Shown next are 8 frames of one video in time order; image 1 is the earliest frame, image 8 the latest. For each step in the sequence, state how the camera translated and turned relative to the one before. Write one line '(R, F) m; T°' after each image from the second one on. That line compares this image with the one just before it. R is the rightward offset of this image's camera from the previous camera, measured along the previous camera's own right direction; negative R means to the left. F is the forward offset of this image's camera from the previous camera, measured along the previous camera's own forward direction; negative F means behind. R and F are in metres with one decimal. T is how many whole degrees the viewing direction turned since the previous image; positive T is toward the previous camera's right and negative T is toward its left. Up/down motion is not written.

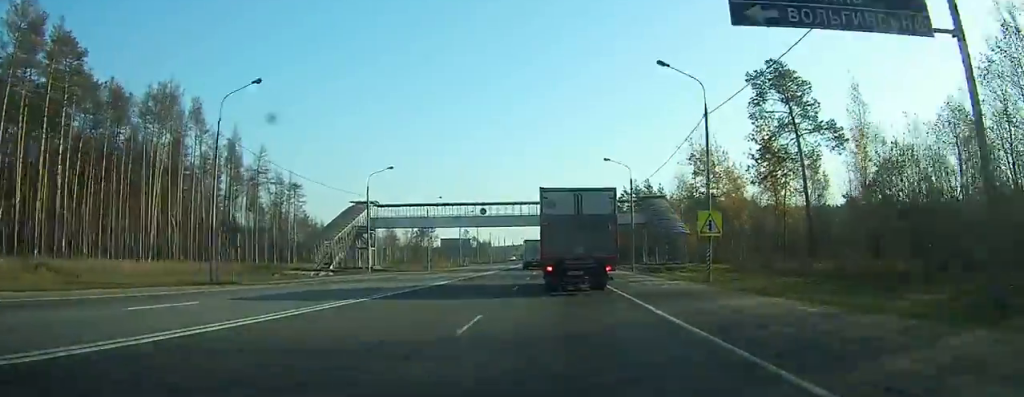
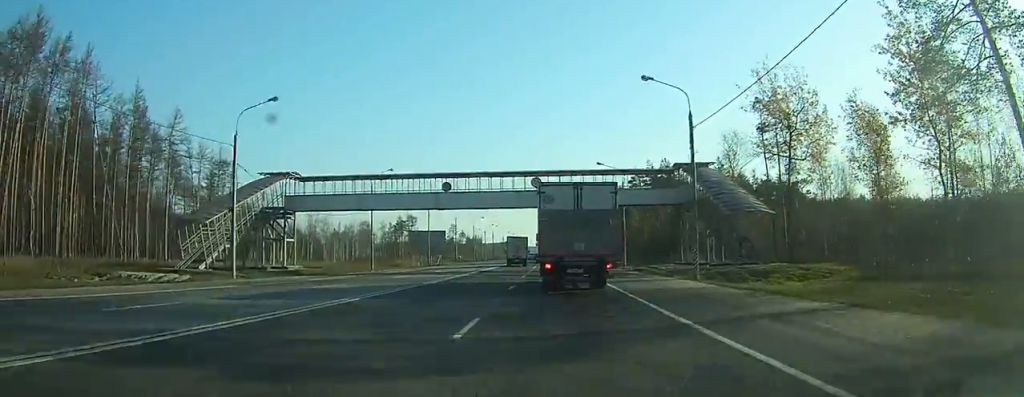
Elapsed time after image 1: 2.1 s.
(+0.1, +24.6) m; 0°
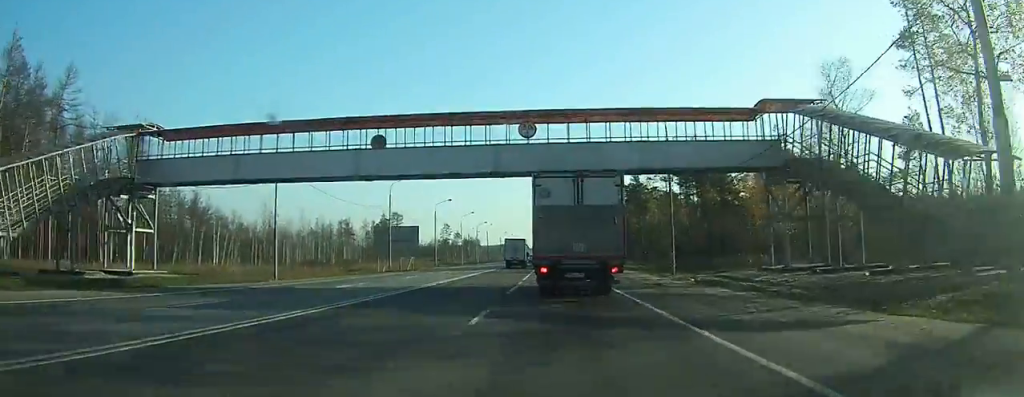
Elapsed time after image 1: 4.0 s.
(+0.1, +21.9) m; 0°
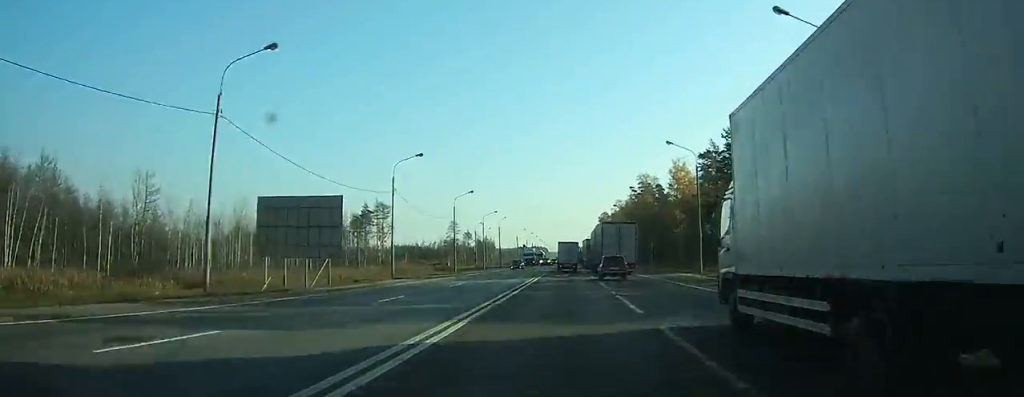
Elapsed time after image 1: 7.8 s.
(-0.7, +42.1) m; 0°
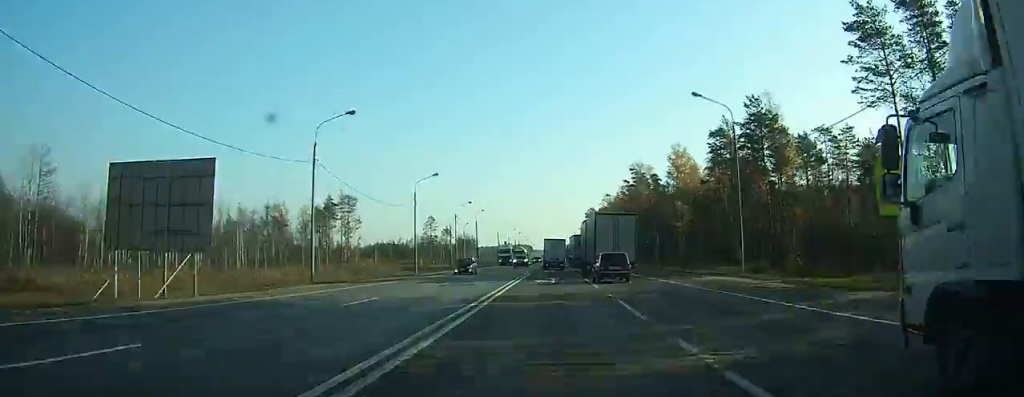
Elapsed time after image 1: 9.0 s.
(+0.1, +13.4) m; +1°
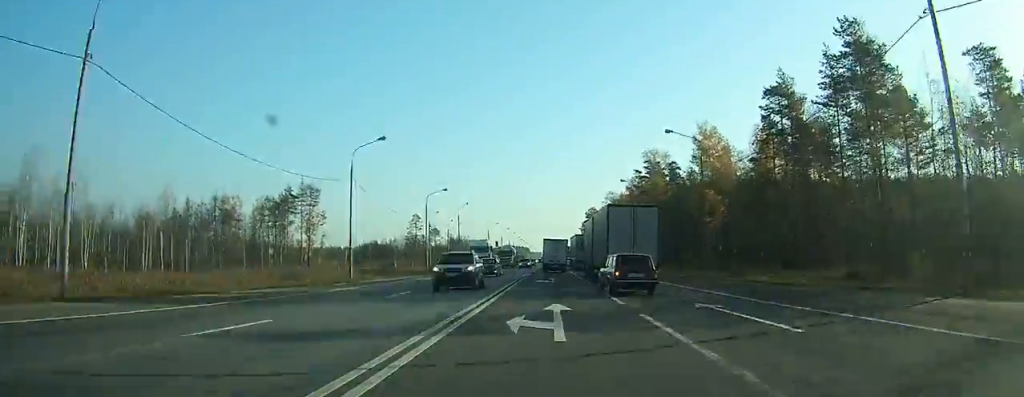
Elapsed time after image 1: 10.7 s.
(+0.3, +18.7) m; +1°
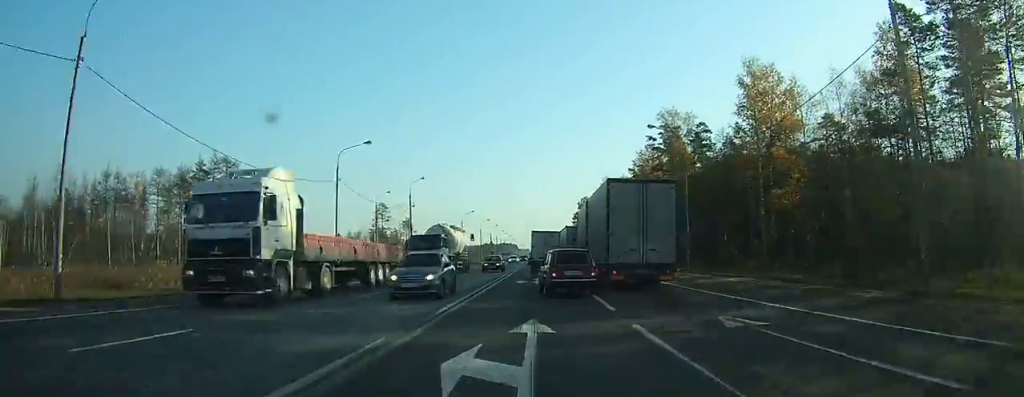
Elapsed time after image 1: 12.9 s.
(+0.2, +25.1) m; +1°
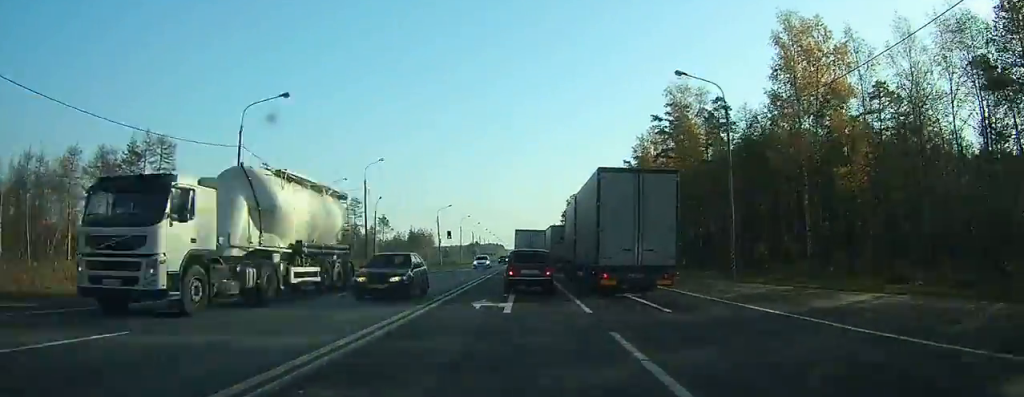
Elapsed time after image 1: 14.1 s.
(+0.2, +13.0) m; +1°
